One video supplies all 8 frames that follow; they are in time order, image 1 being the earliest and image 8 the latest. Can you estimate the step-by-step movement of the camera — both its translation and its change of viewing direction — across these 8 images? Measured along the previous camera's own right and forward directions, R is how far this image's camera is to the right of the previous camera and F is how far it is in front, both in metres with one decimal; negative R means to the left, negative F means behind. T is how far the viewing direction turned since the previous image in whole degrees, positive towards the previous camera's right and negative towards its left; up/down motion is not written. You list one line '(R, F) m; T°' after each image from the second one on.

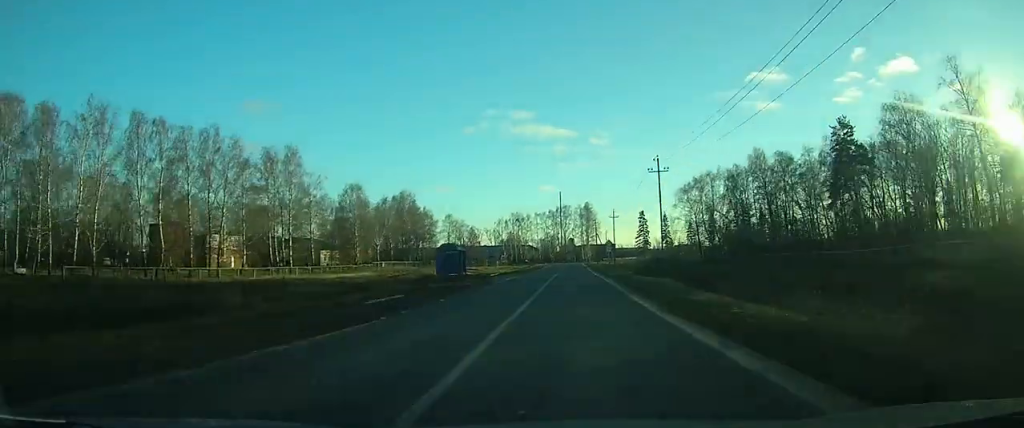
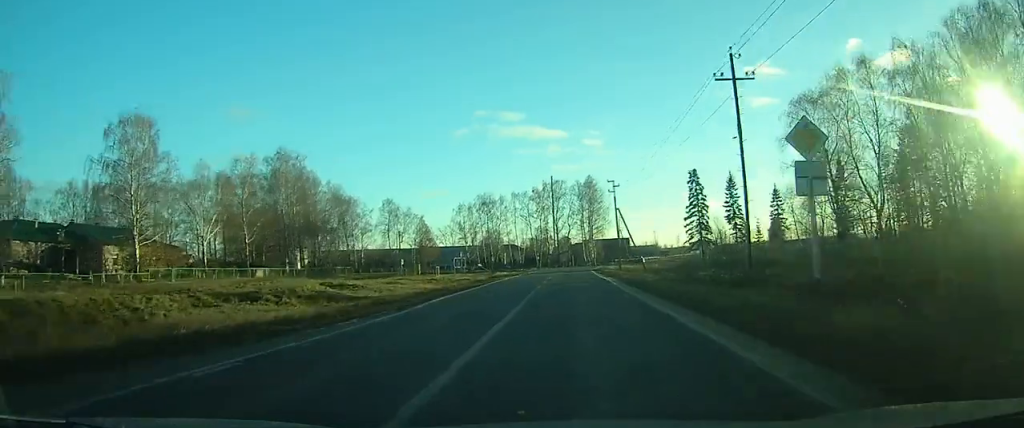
(-0.2, +65.9) m; 0°
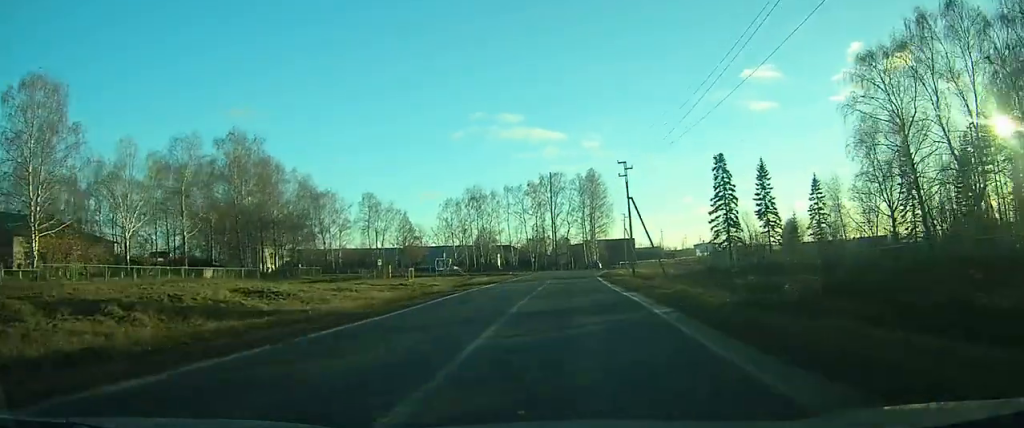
(-0.1, +15.1) m; 0°
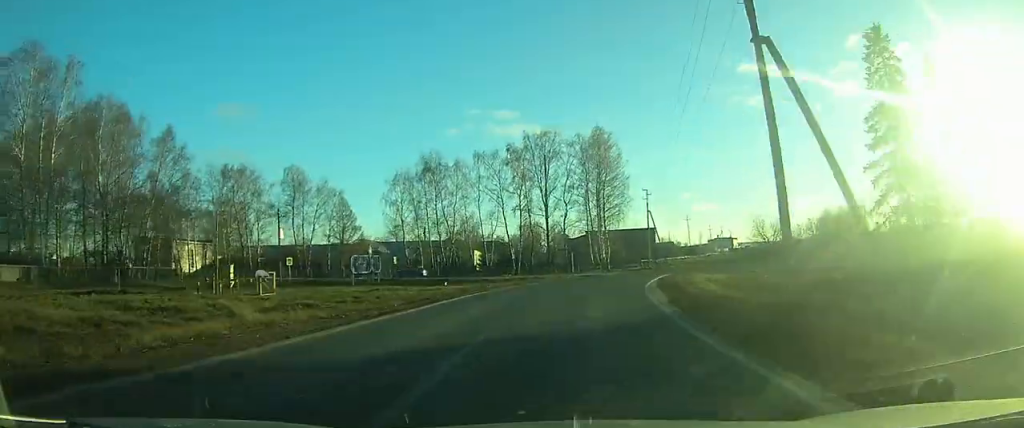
(+0.7, +35.1) m; +2°
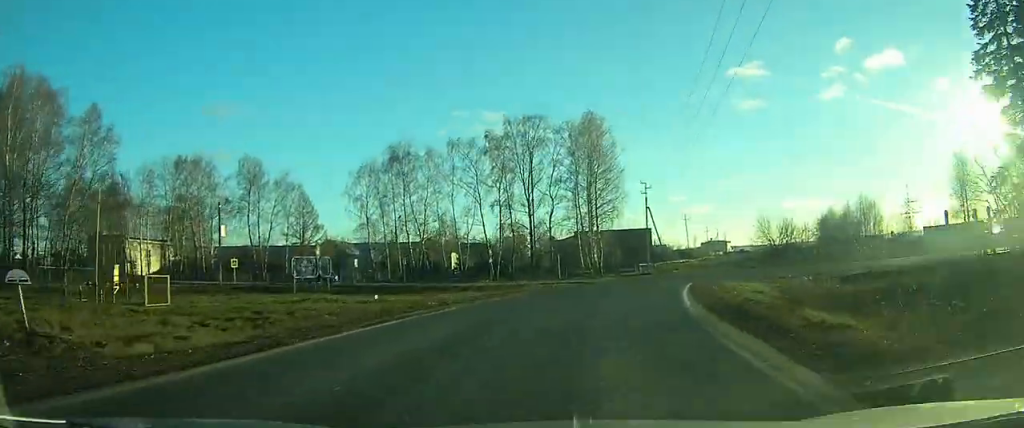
(-0.1, +10.1) m; +2°
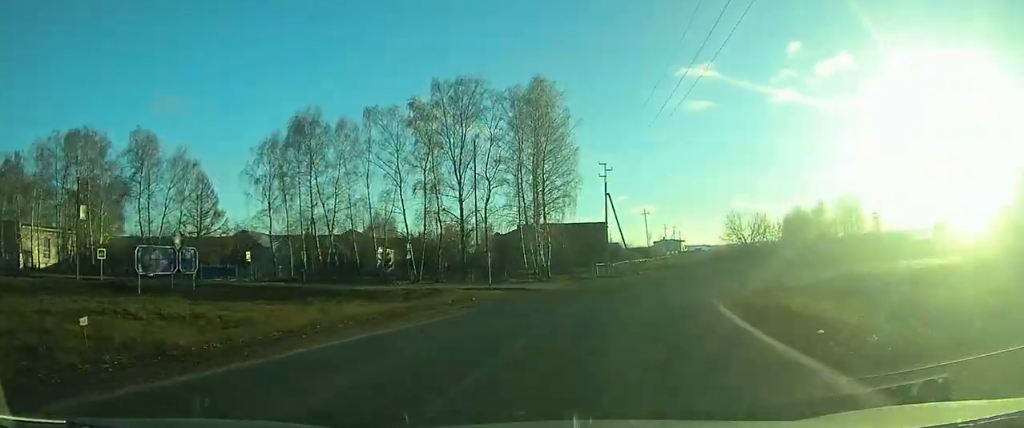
(+0.2, +13.0) m; +4°
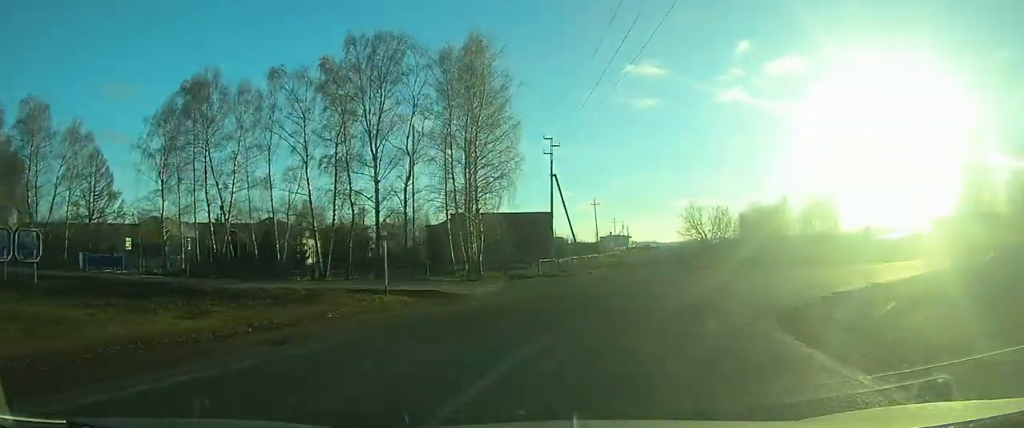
(+0.3, +9.4) m; +5°
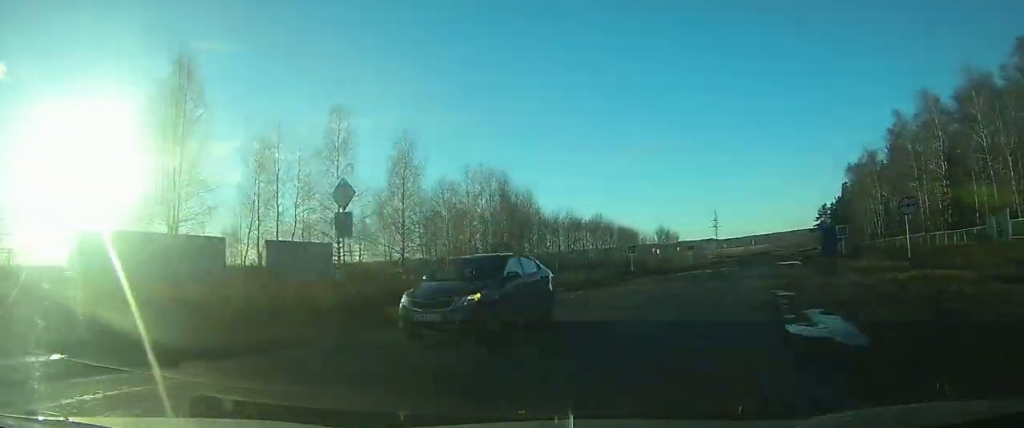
(+19.8, +31.2) m; +73°
